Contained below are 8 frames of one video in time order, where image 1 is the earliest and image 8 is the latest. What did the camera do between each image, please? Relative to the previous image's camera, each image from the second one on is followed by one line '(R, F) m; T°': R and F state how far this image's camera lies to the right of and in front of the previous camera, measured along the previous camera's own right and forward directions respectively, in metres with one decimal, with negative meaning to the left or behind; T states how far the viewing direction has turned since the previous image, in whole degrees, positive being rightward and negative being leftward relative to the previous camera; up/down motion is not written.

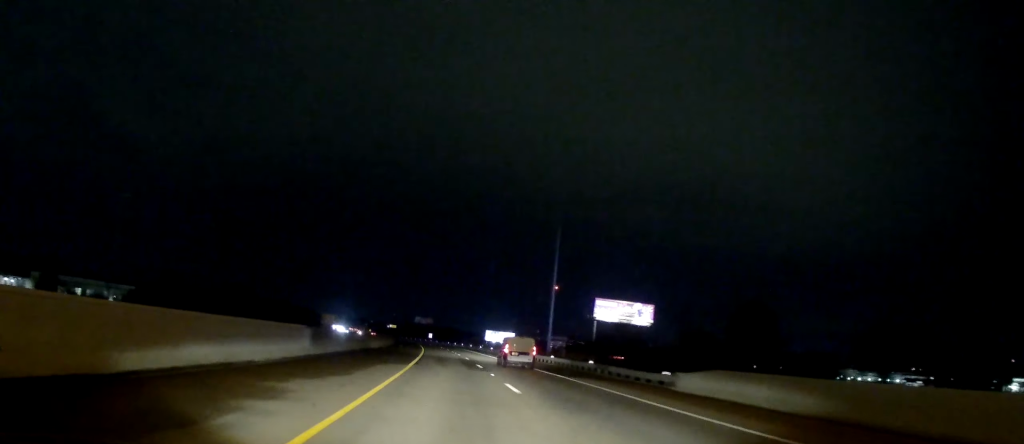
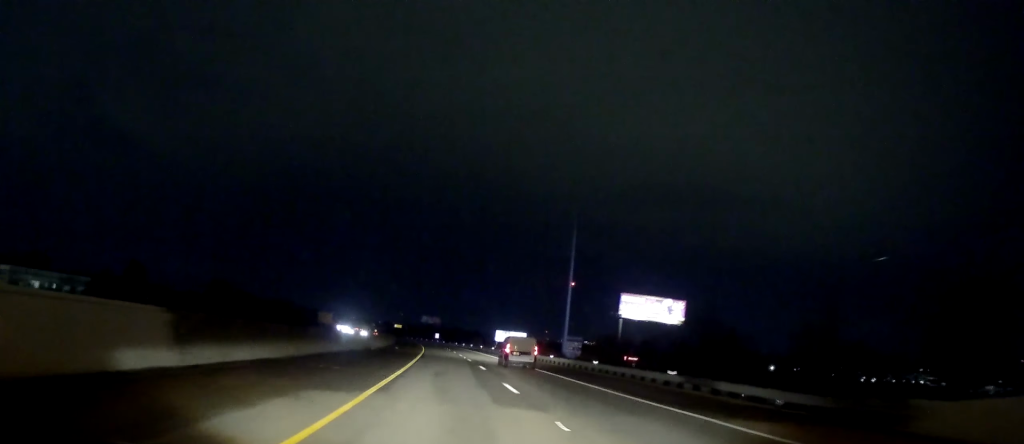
(-0.1, +15.2) m; -1°
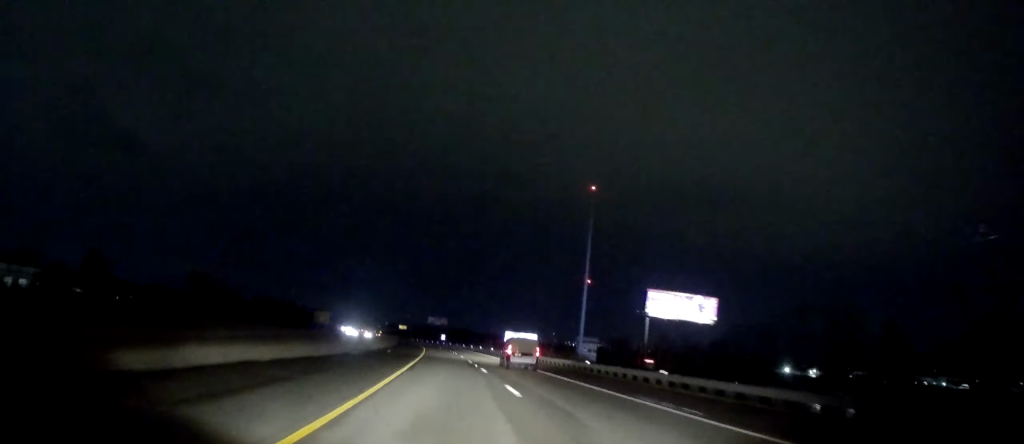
(-0.2, +13.1) m; 0°
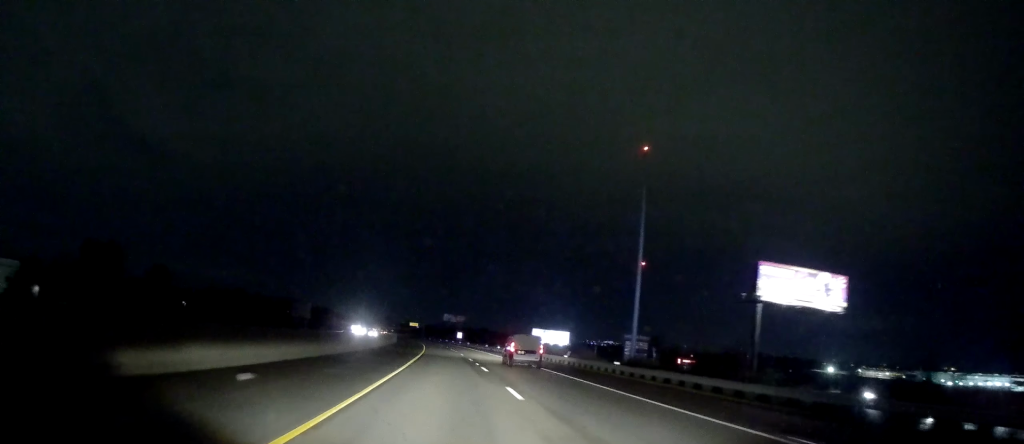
(-0.2, +37.7) m; -1°
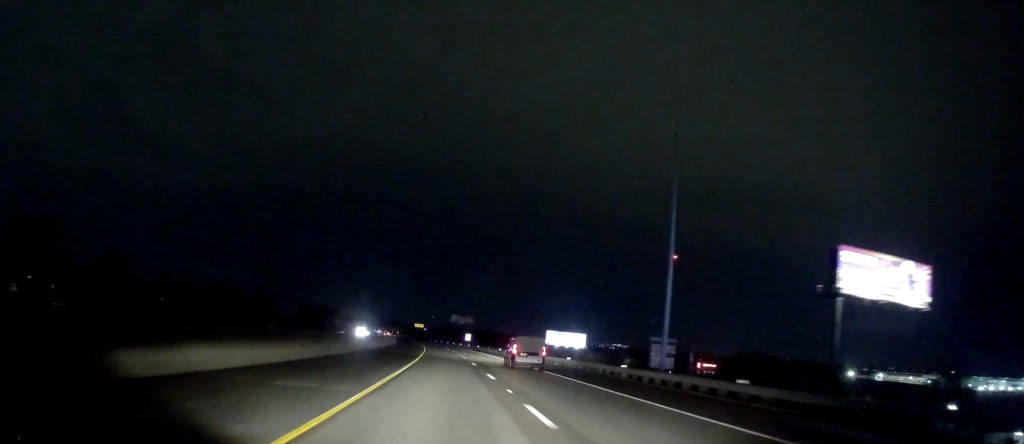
(-0.2, +16.4) m; -1°
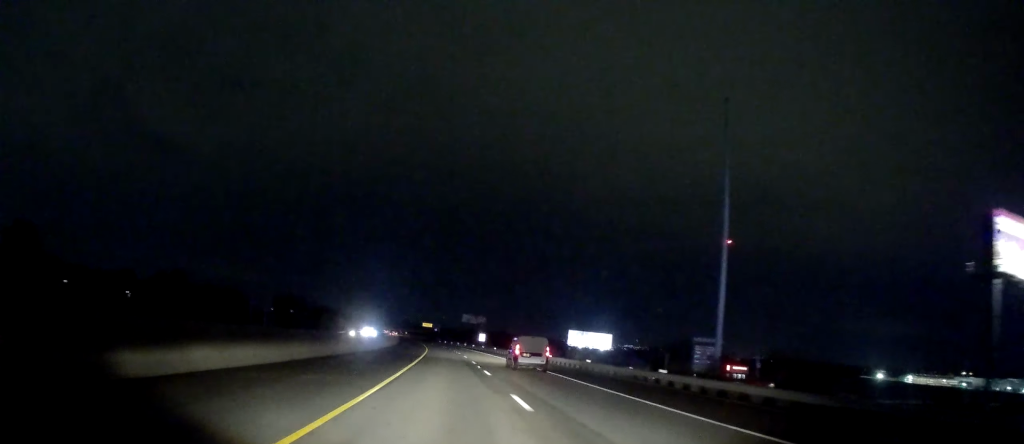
(-0.2, +21.5) m; -1°
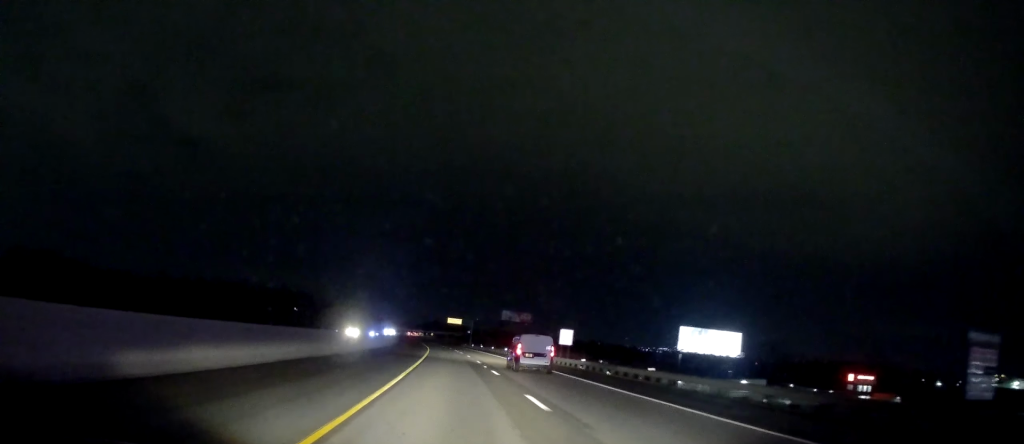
(-1.7, +73.7) m; -2°
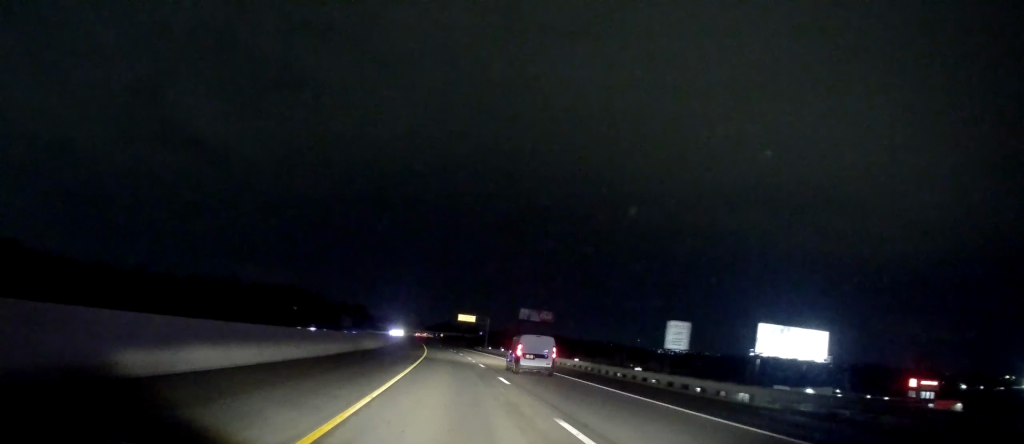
(-0.3, +28.7) m; -1°
